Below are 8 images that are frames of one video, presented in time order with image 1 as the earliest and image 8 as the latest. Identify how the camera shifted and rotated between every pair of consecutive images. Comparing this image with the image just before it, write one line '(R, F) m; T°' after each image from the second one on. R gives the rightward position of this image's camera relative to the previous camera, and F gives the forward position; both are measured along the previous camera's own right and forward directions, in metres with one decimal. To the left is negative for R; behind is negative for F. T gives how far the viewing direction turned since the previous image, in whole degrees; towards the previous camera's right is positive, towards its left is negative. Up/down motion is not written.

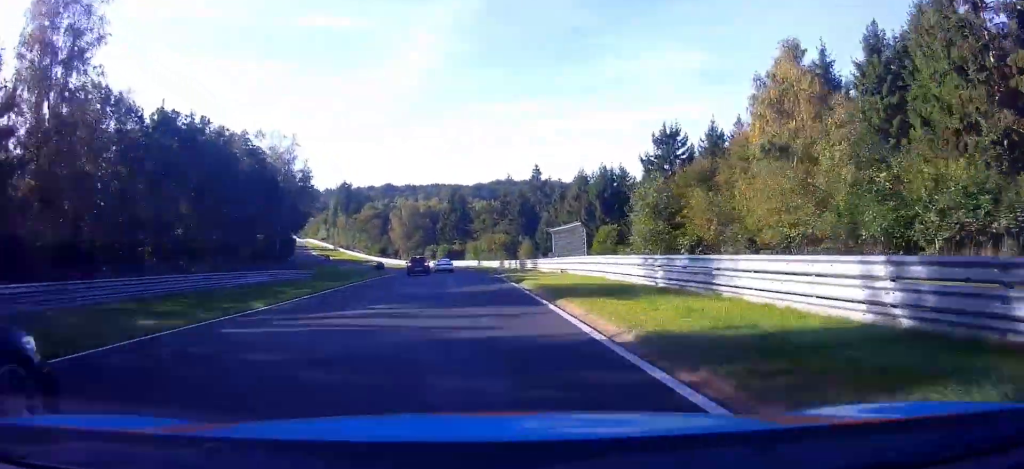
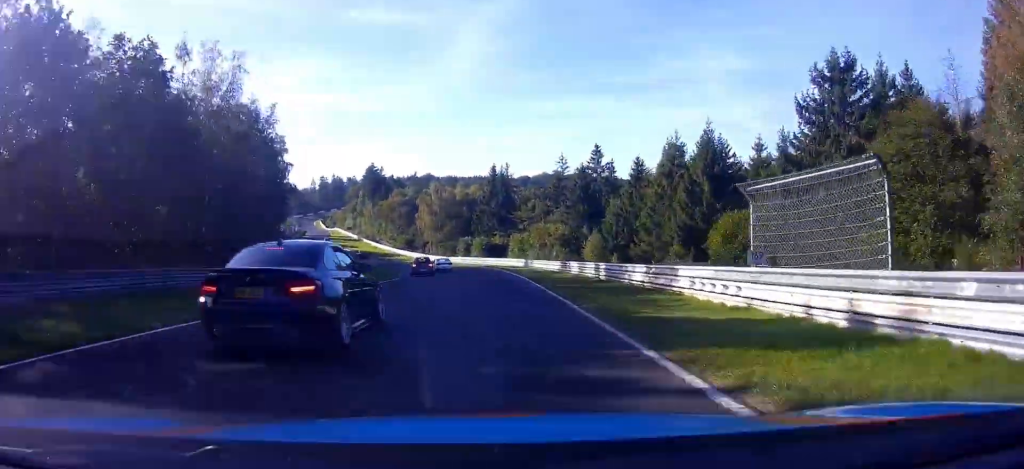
(-0.8, +23.3) m; -5°
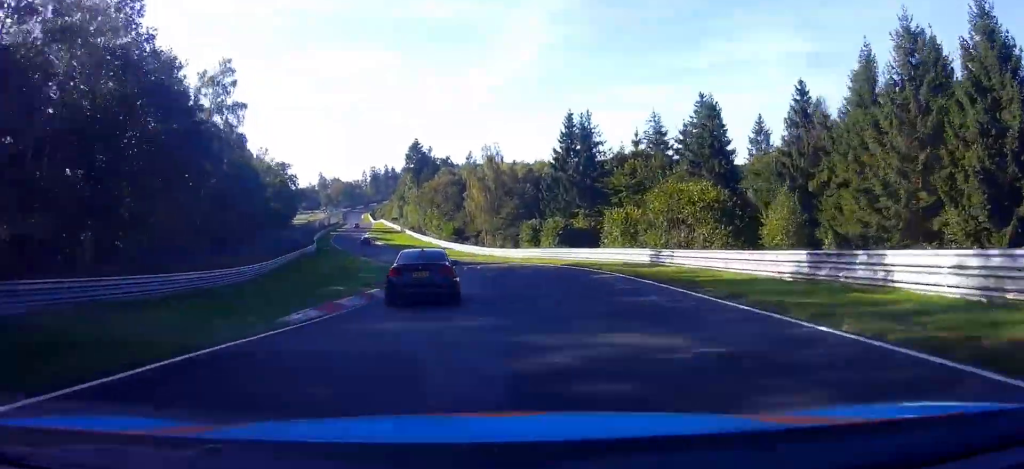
(-1.4, +28.1) m; -6°
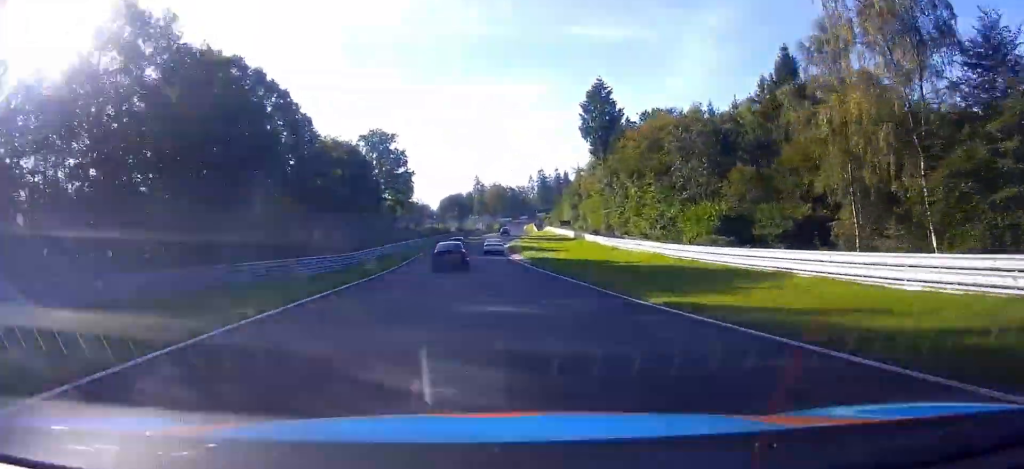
(-7.4, +59.7) m; -14°
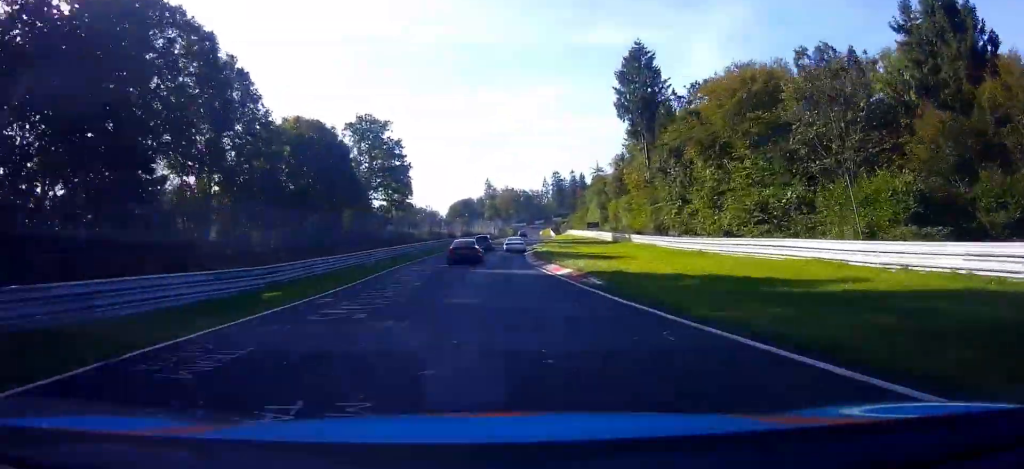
(-0.3, +16.9) m; -3°
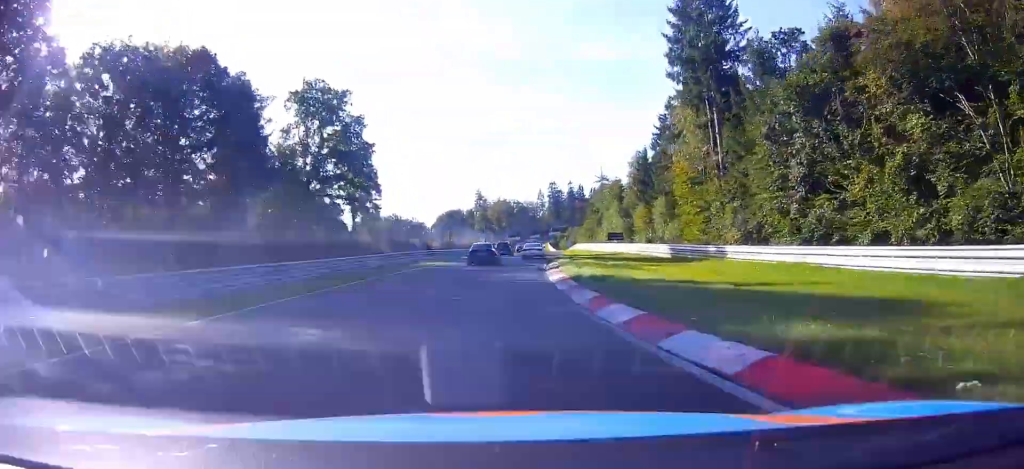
(-1.1, +22.3) m; -4°
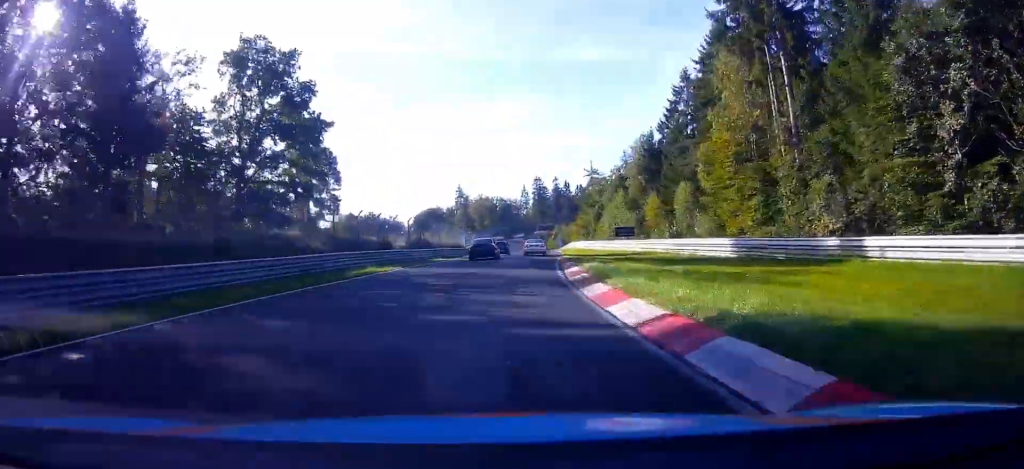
(-0.1, +13.3) m; -2°
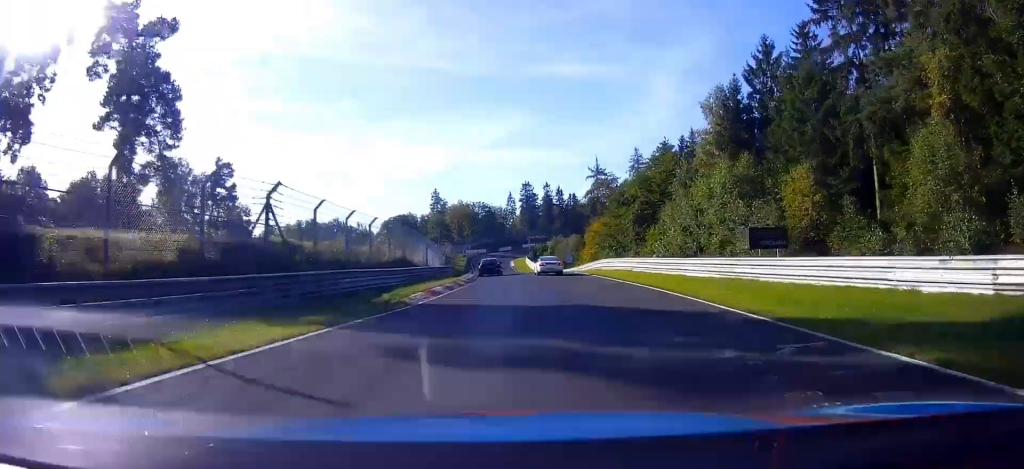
(-1.5, +34.1) m; -4°
